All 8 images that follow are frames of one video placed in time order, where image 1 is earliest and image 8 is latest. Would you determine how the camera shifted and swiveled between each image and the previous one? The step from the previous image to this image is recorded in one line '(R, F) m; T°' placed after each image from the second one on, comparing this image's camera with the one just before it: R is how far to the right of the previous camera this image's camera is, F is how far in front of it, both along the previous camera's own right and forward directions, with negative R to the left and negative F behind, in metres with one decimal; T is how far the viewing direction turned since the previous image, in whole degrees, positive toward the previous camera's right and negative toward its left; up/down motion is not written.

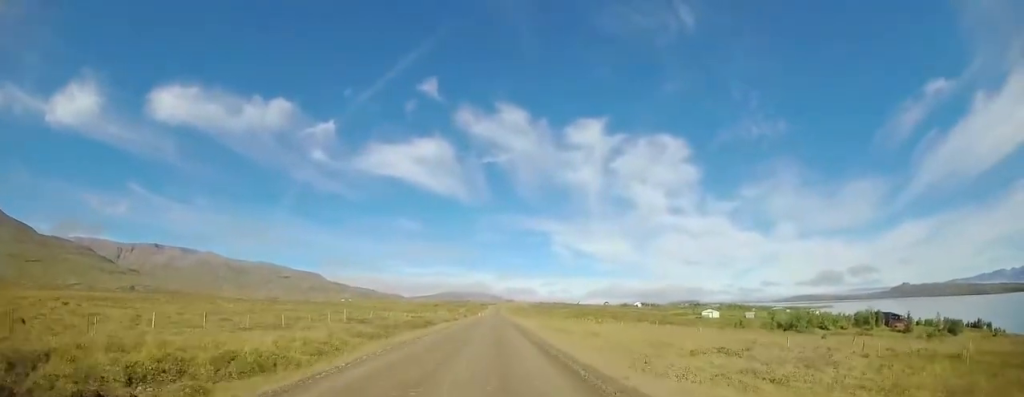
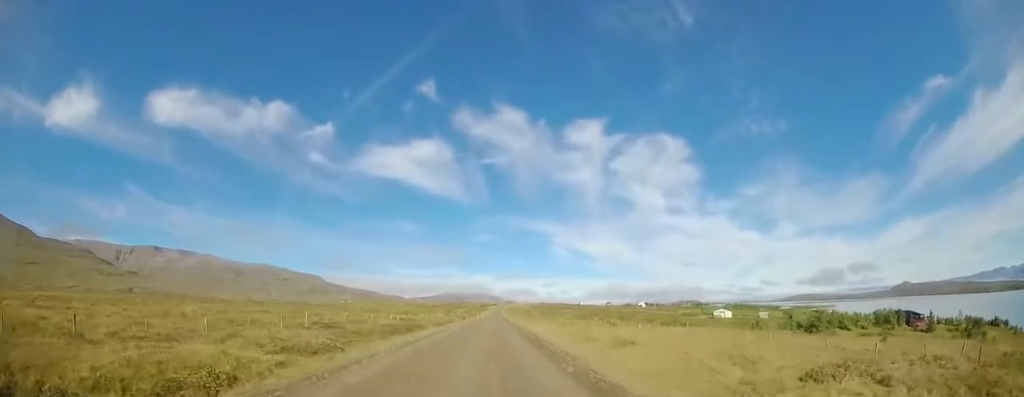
(-0.2, +9.0) m; -1°
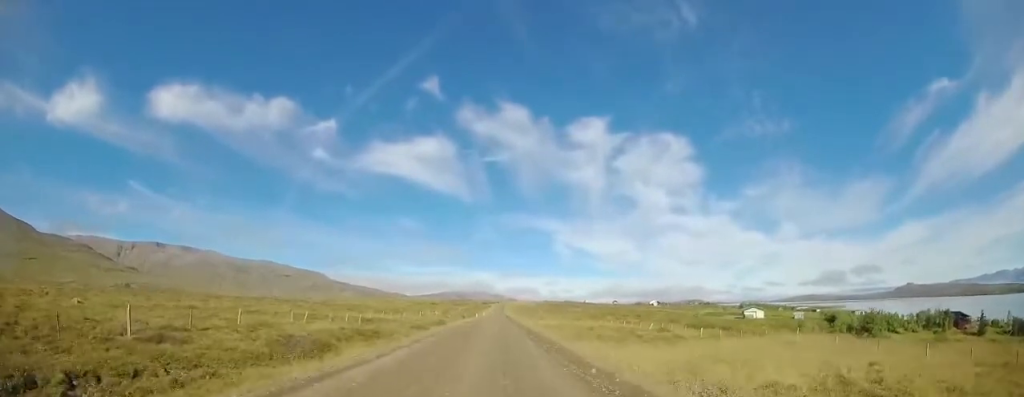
(+0.1, +19.9) m; +1°
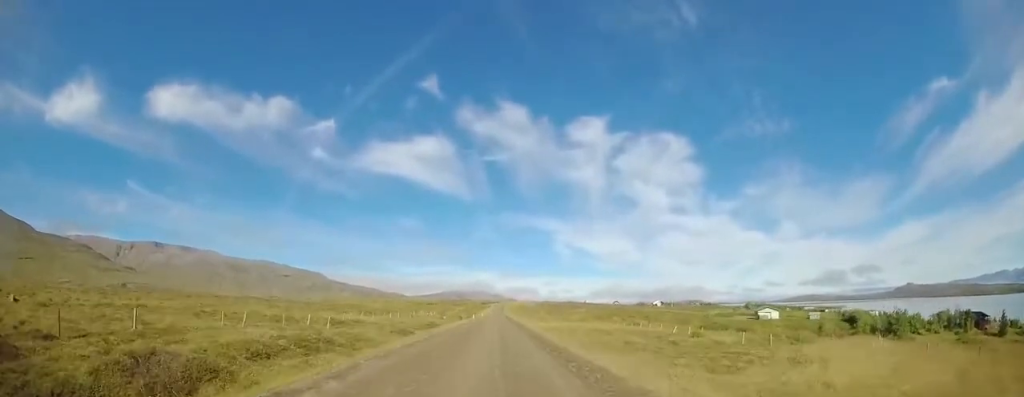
(0.0, +9.3) m; +1°
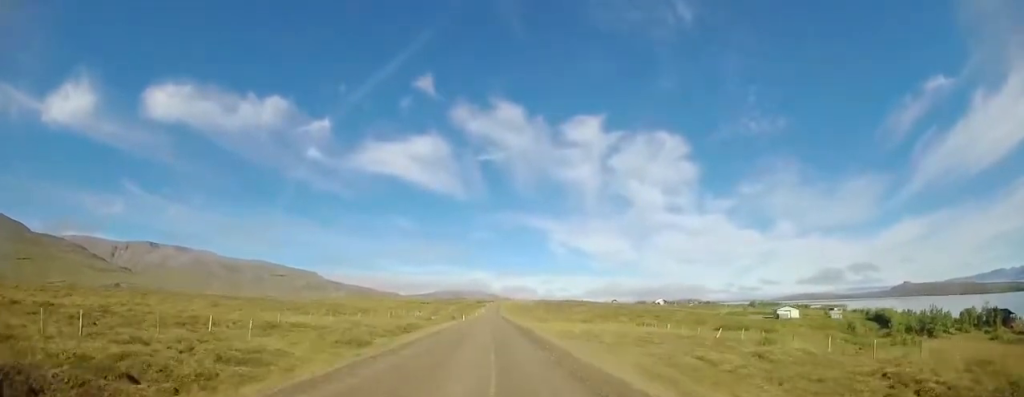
(+0.2, +12.8) m; +2°
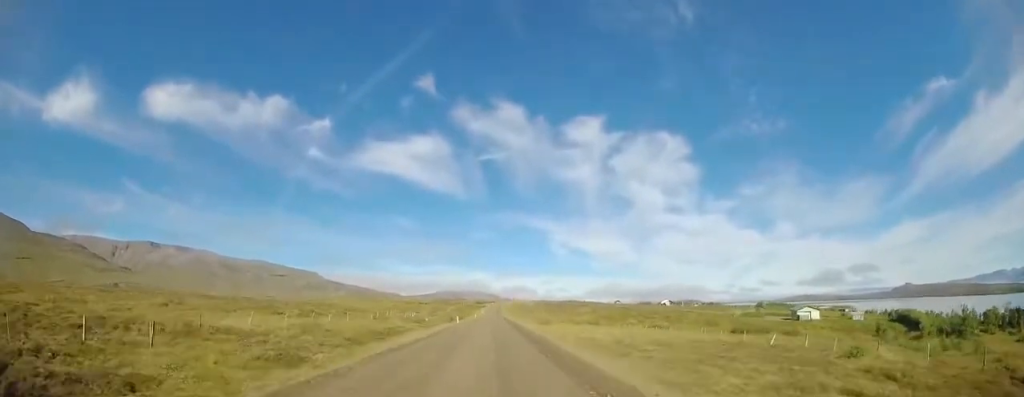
(+0.1, +9.4) m; 0°
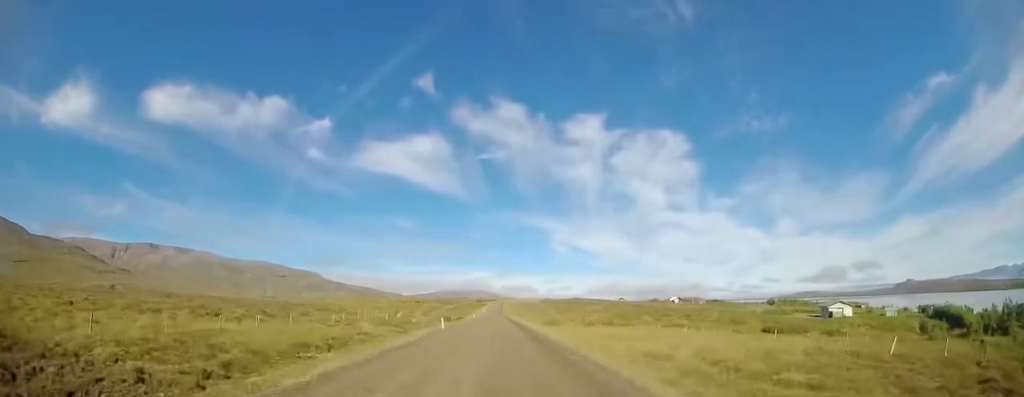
(0.0, +13.5) m; 0°
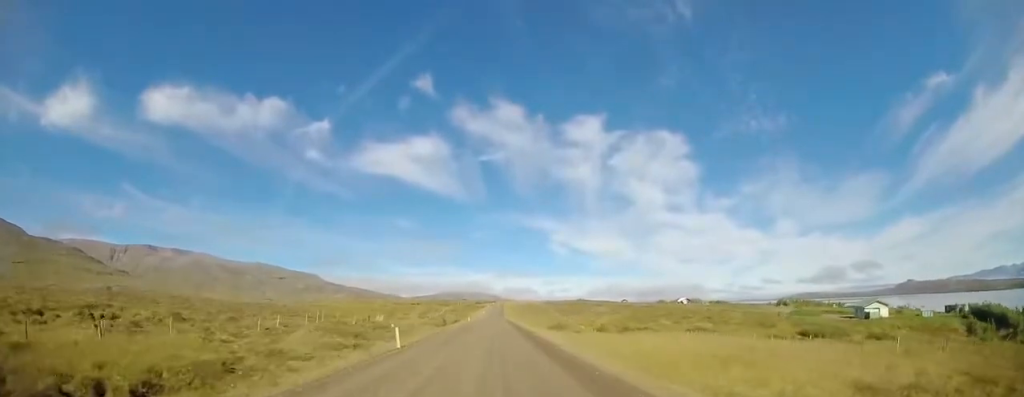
(0.0, +13.6) m; 0°
